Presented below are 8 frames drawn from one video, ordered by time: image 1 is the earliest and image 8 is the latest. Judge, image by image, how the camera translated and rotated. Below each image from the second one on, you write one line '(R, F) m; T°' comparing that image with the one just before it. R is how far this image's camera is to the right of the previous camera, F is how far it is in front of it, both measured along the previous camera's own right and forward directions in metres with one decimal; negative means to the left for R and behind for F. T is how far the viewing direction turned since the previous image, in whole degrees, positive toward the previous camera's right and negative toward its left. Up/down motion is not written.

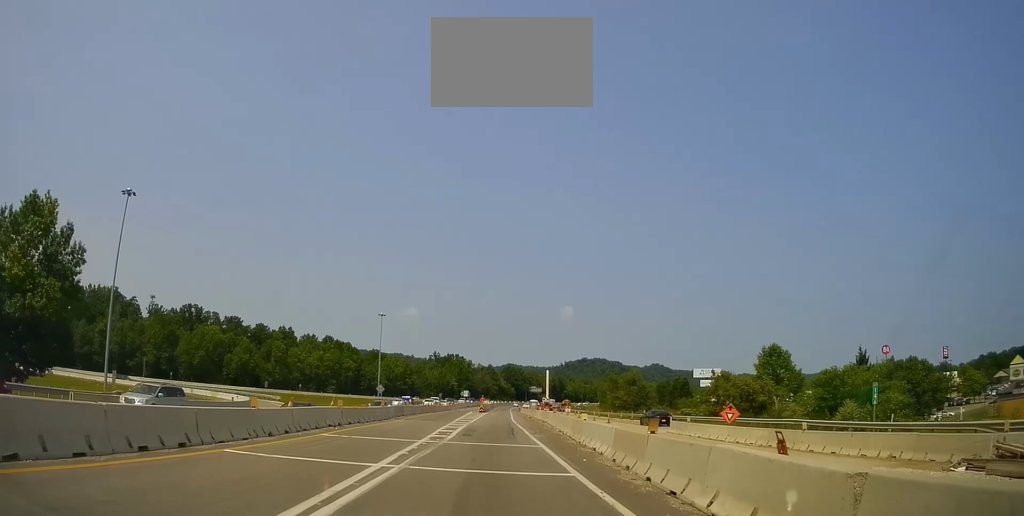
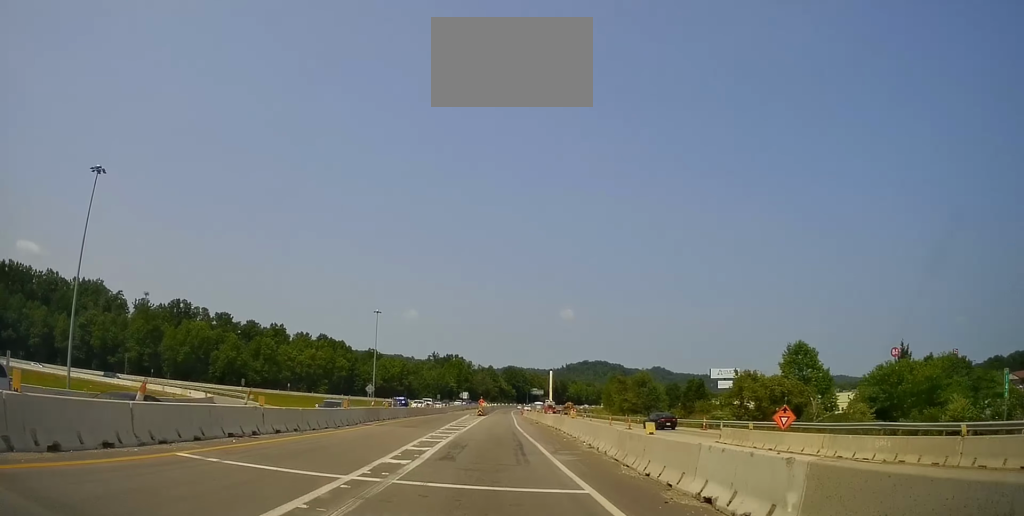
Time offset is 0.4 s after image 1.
(-0.3, +9.7) m; 0°
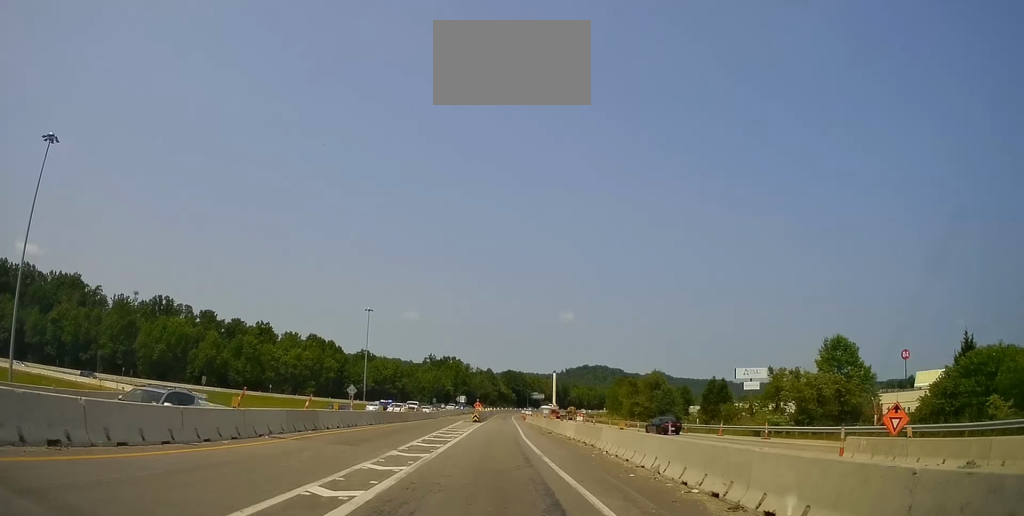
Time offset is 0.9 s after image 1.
(-0.1, +12.5) m; 0°
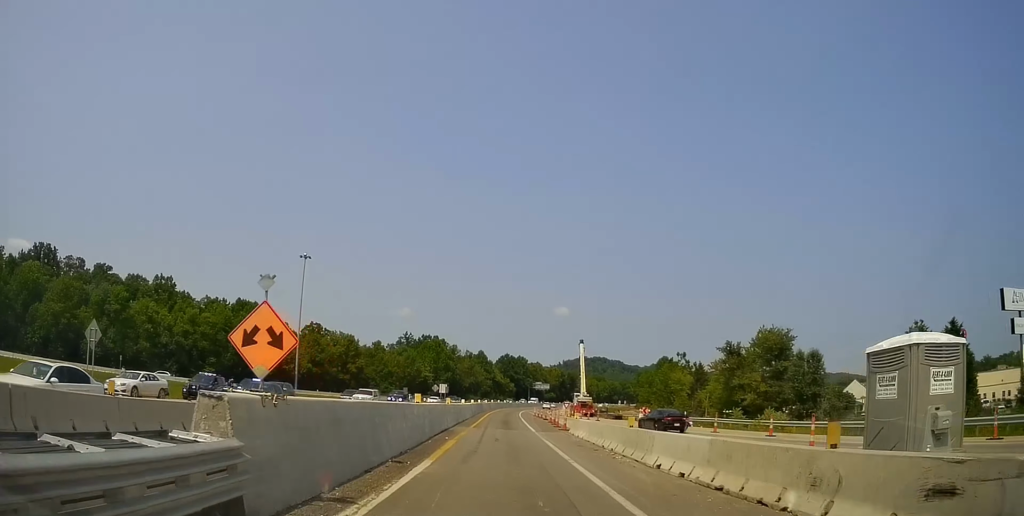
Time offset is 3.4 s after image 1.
(-0.7, +61.5) m; 0°
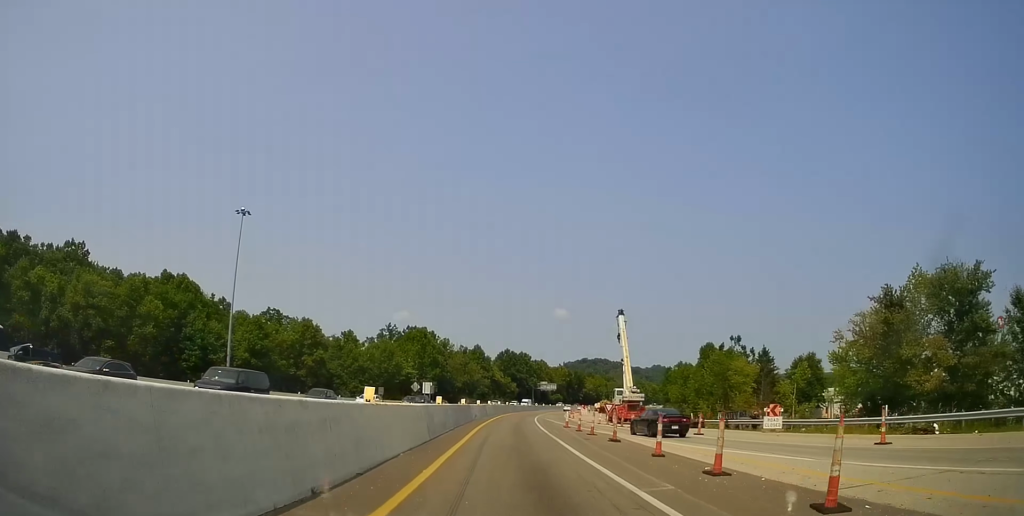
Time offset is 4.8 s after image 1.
(+0.6, +34.7) m; +1°
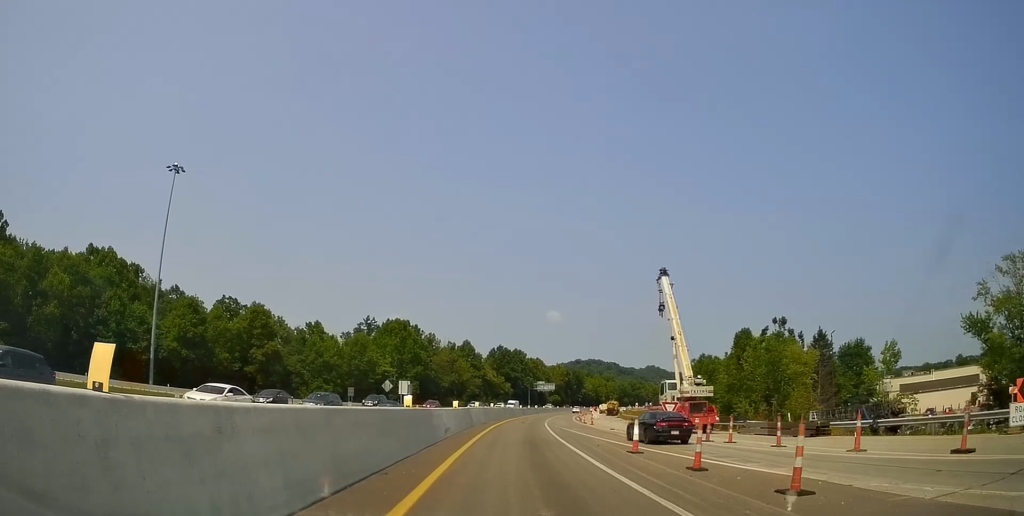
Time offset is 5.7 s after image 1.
(0.0, +22.2) m; 0°
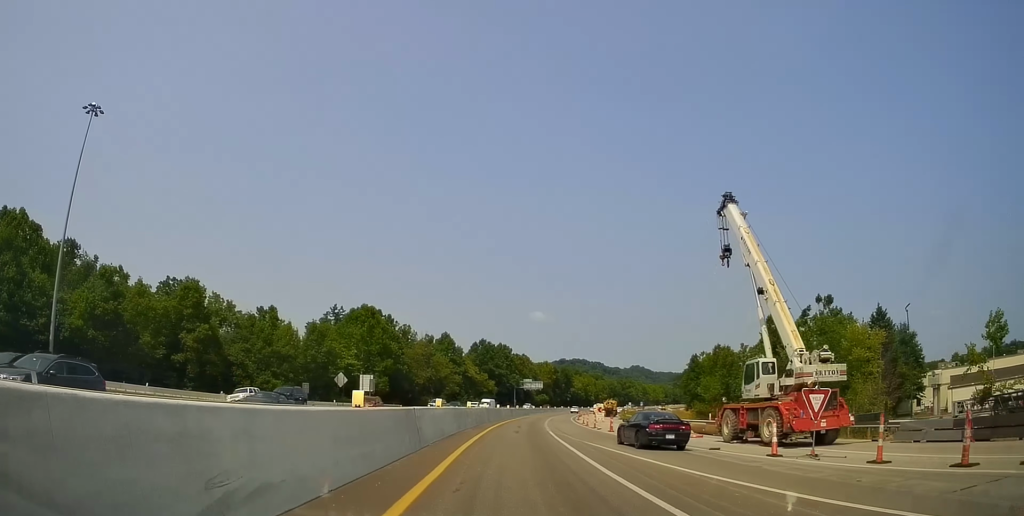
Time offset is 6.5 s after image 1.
(+0.1, +18.7) m; +1°
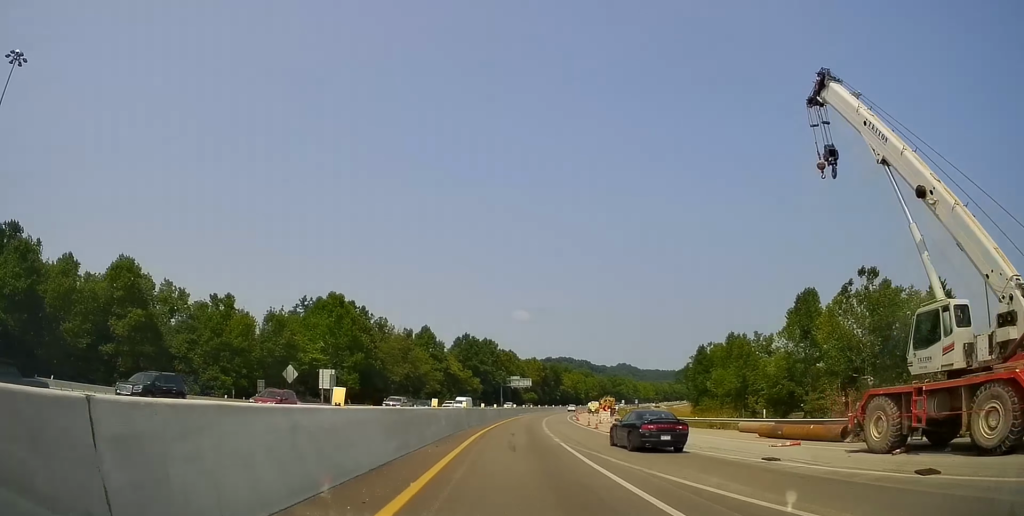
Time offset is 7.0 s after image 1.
(+0.1, +13.6) m; +1°
